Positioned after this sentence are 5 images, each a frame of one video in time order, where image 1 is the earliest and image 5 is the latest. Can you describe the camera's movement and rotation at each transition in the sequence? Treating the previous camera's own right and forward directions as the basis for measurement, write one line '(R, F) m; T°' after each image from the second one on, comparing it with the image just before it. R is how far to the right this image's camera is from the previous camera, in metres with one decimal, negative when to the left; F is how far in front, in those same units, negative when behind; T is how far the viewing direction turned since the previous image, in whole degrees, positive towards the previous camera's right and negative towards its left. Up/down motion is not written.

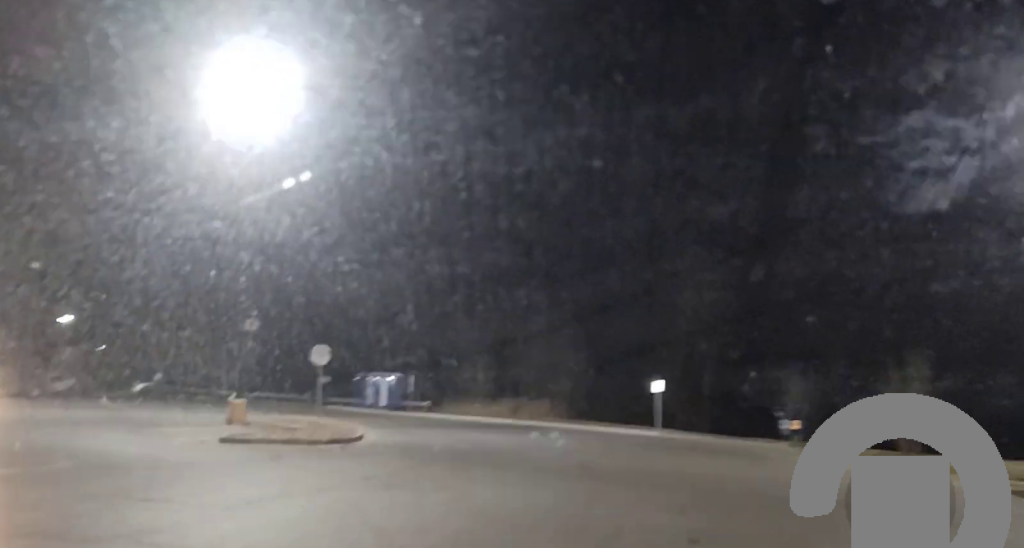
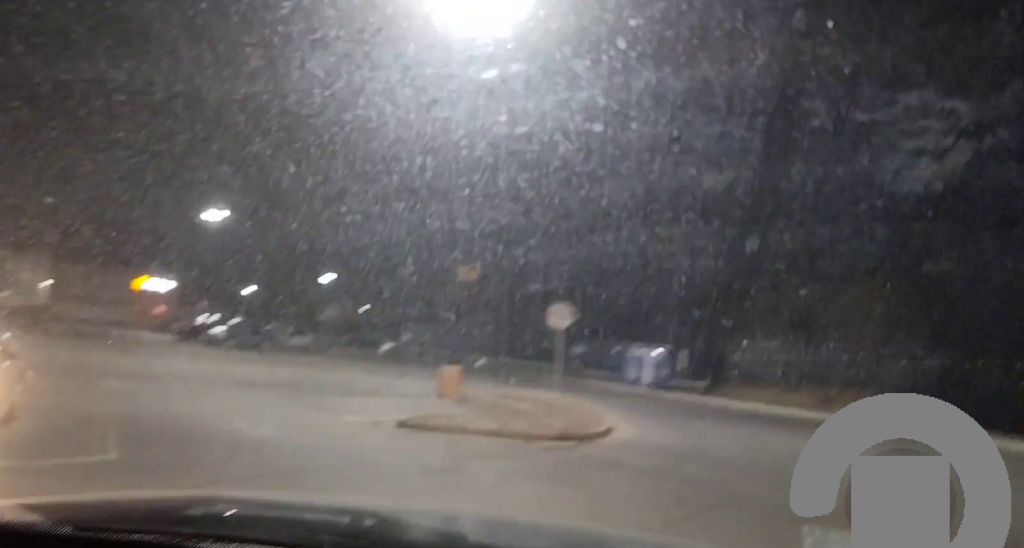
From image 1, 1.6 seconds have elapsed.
(-1.1, +7.0) m; -24°
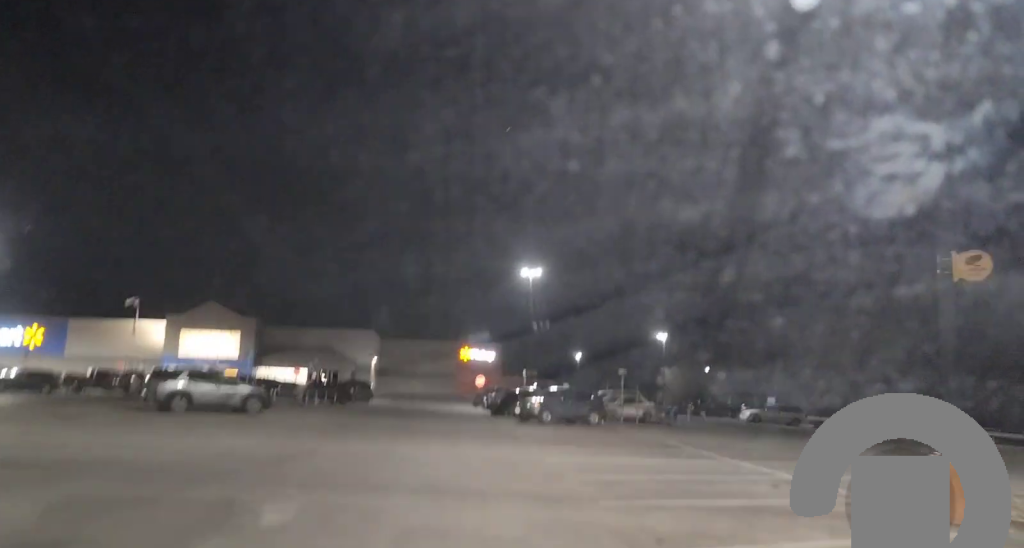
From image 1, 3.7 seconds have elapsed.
(-1.7, +9.9) m; -17°
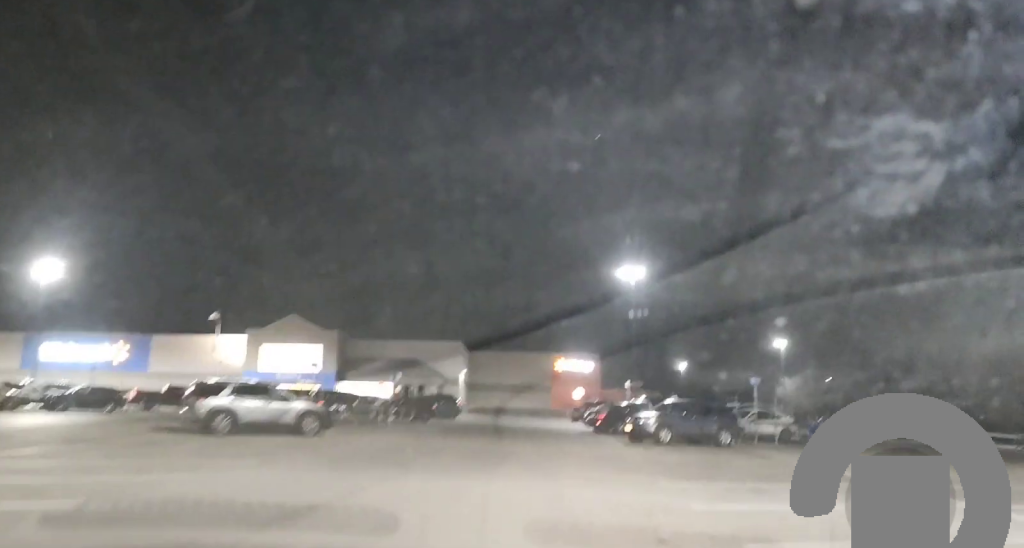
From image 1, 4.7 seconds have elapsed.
(-0.5, +5.5) m; -5°
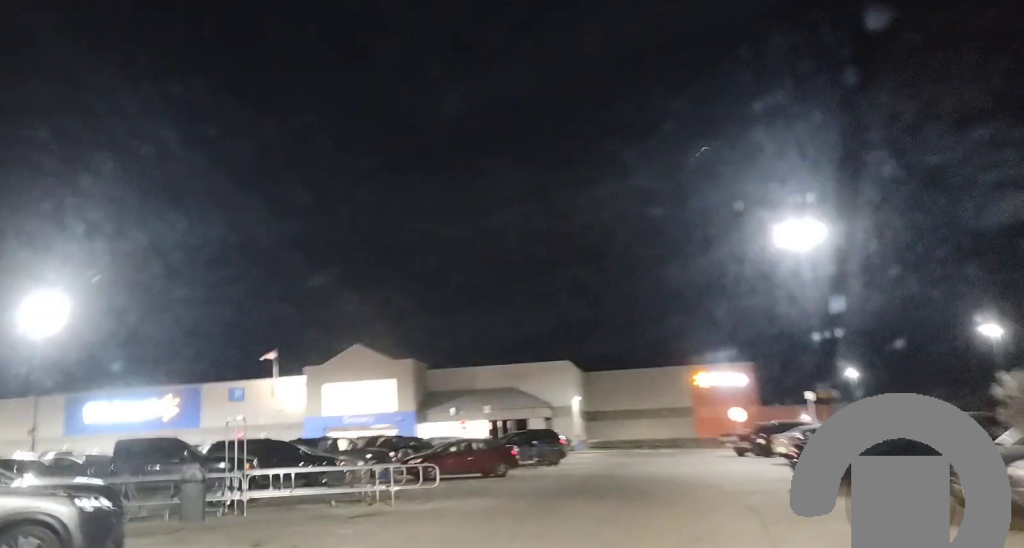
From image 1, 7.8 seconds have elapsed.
(+0.3, +18.7) m; -3°
